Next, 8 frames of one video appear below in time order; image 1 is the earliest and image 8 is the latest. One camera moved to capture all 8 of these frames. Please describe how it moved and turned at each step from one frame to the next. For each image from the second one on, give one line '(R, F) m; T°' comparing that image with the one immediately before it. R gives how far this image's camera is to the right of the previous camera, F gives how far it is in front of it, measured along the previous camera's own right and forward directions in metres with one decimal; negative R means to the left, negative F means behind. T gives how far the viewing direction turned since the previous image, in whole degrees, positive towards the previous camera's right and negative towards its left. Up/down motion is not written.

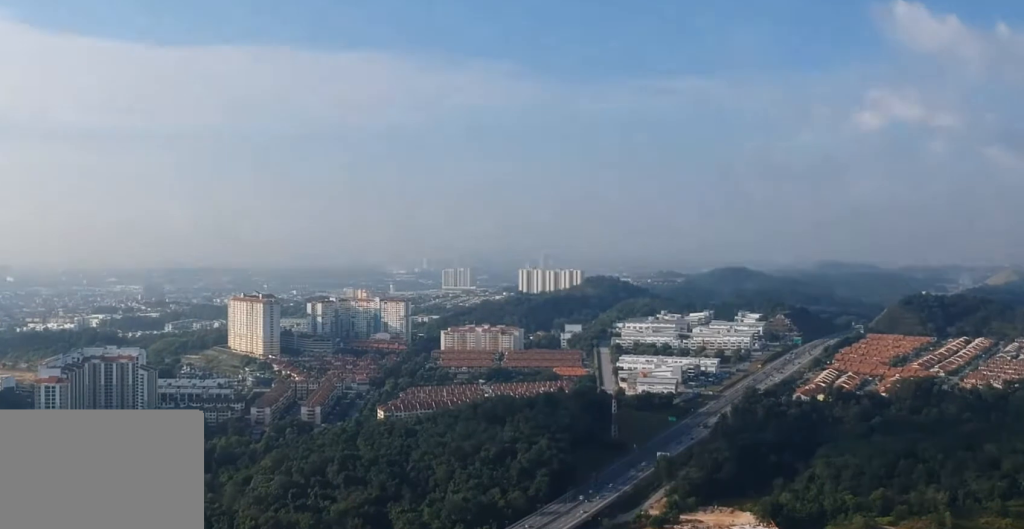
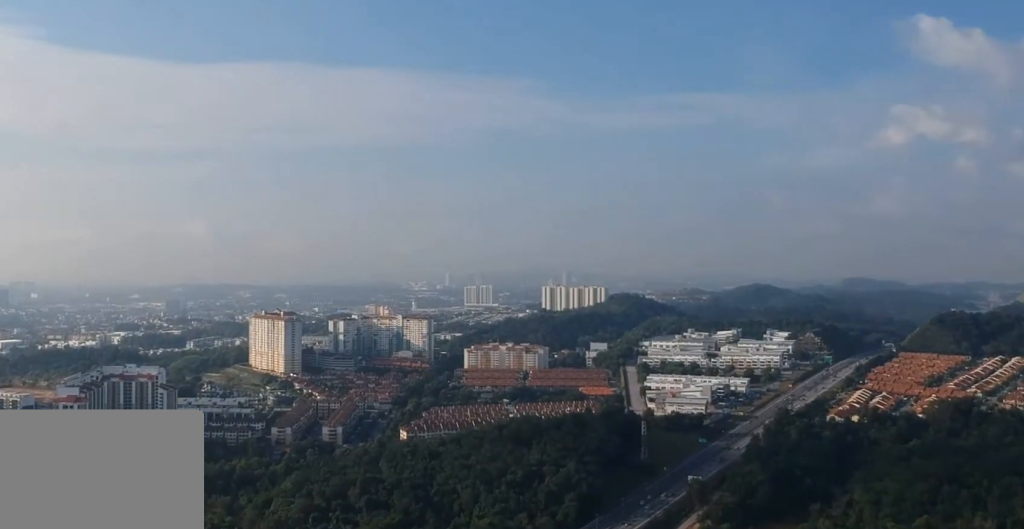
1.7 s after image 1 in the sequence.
(-0.1, +17.6) m; 0°
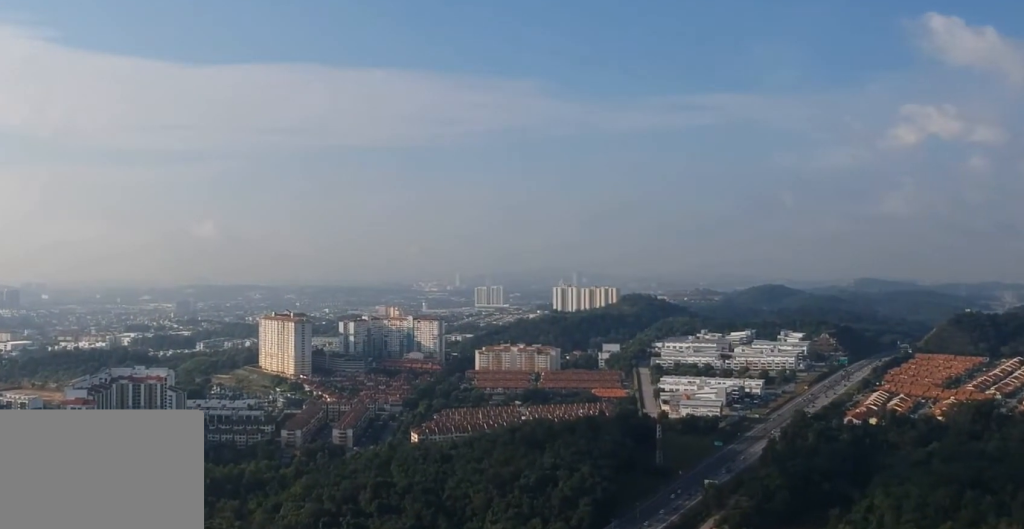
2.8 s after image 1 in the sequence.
(0.0, +11.2) m; 0°
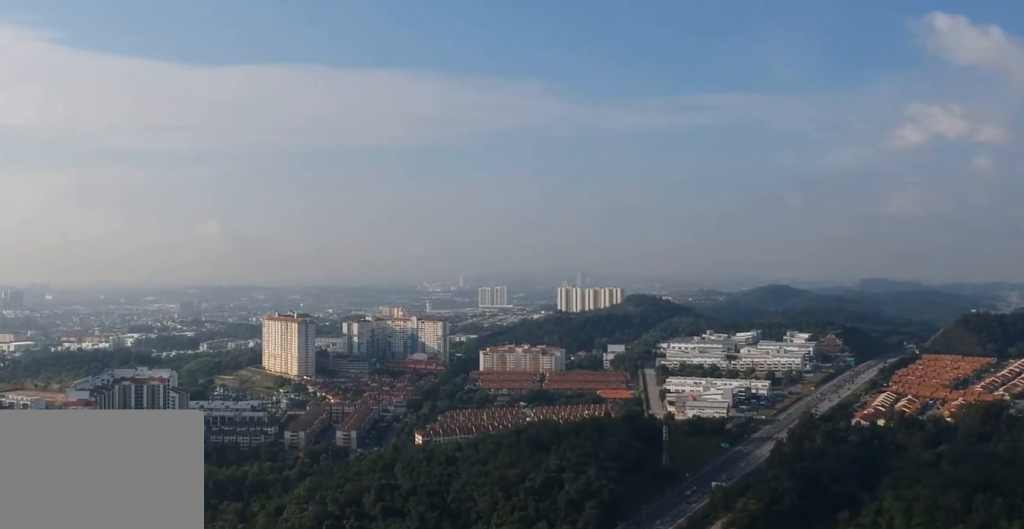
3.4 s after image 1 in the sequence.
(0.0, +6.7) m; 0°
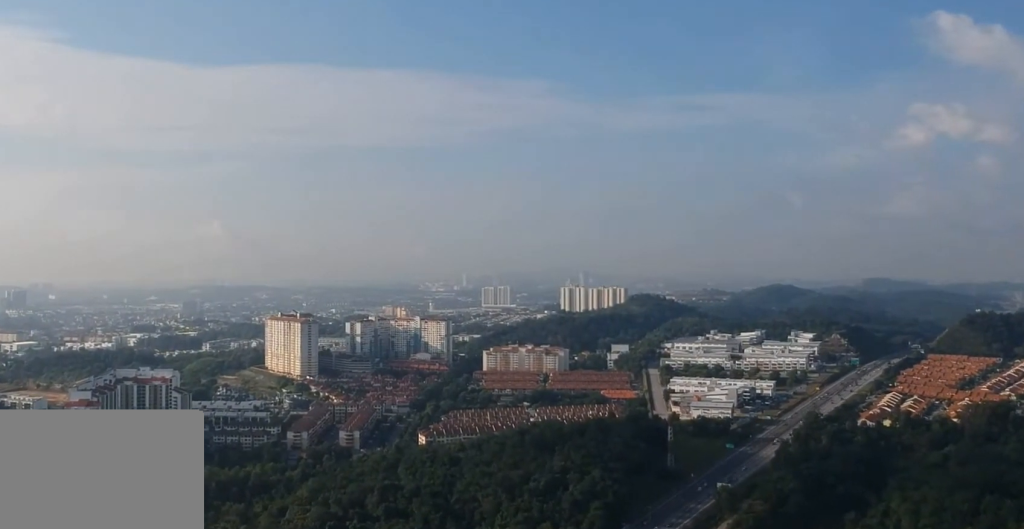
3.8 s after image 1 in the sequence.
(0.0, +4.6) m; 0°
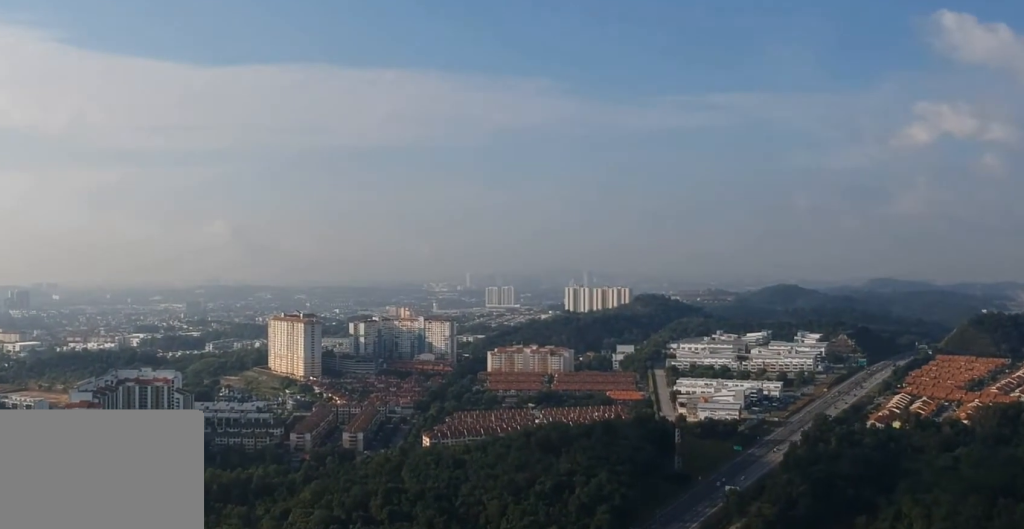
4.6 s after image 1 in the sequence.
(0.0, +9.5) m; 0°
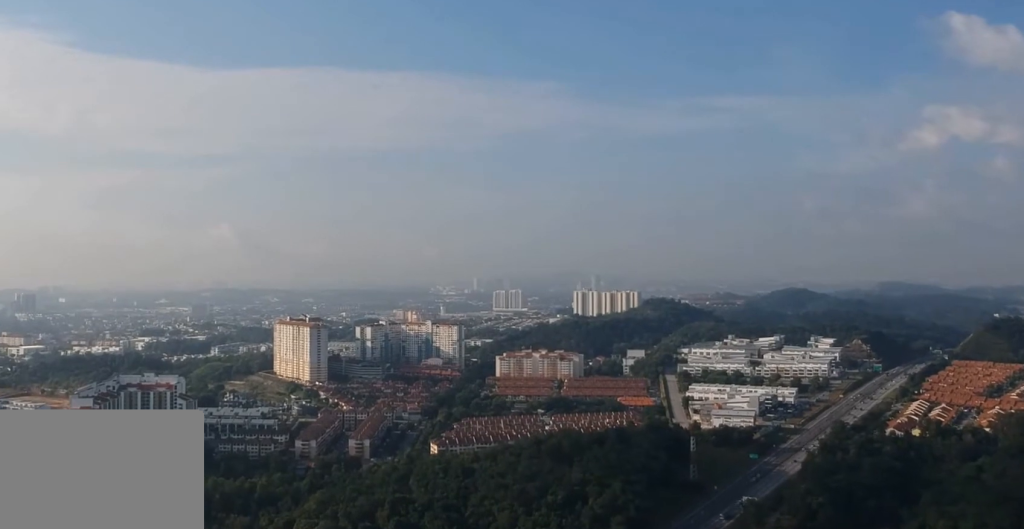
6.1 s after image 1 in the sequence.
(0.0, +19.2) m; 0°
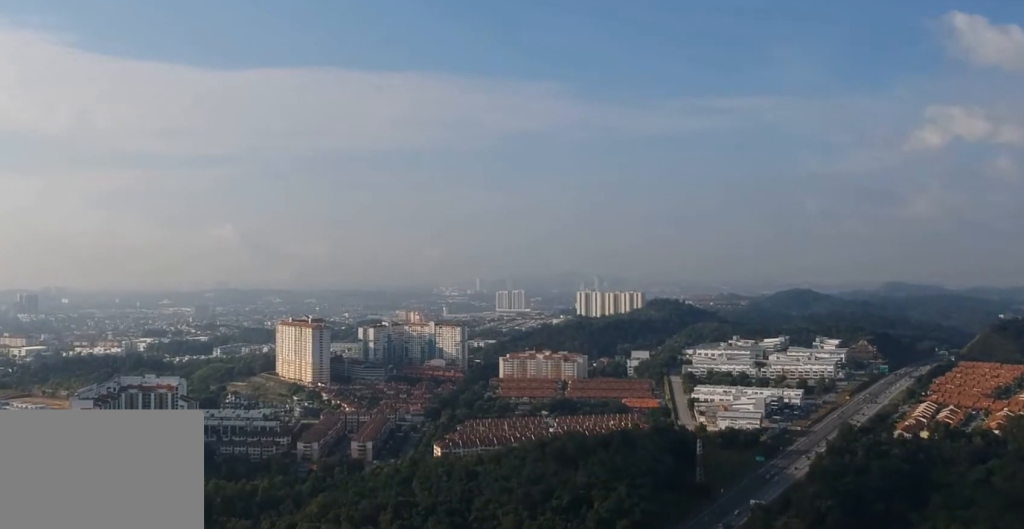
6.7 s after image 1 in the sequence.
(0.0, +7.8) m; 0°
